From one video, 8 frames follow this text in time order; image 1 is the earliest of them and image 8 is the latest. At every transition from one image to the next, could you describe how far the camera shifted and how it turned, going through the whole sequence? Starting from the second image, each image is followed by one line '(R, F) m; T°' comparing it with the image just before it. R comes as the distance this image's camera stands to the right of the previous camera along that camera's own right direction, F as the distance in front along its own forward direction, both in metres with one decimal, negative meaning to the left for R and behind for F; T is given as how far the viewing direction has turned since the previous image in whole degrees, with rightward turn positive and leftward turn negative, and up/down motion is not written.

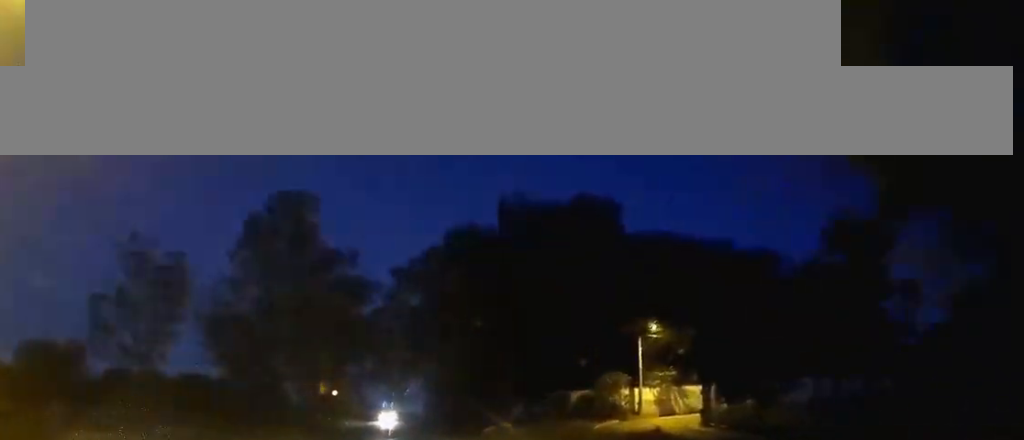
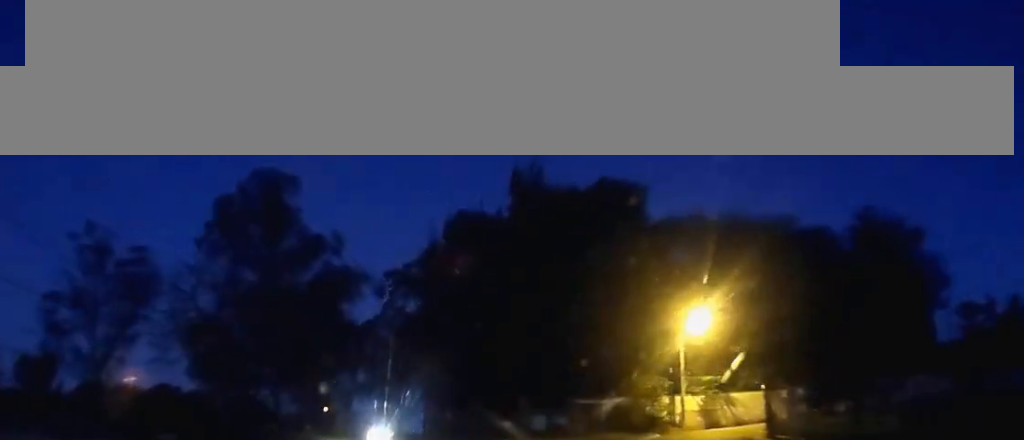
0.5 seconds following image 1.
(0.0, +11.4) m; 0°
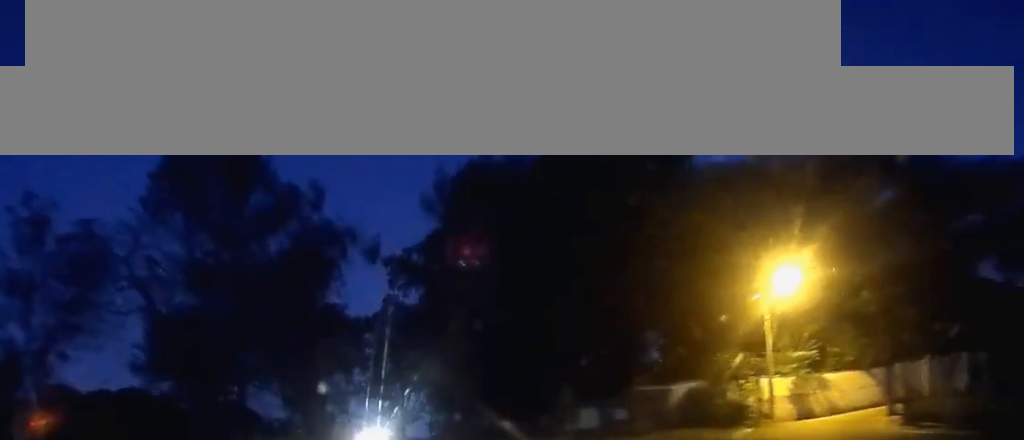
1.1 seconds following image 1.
(0.0, +14.2) m; 0°
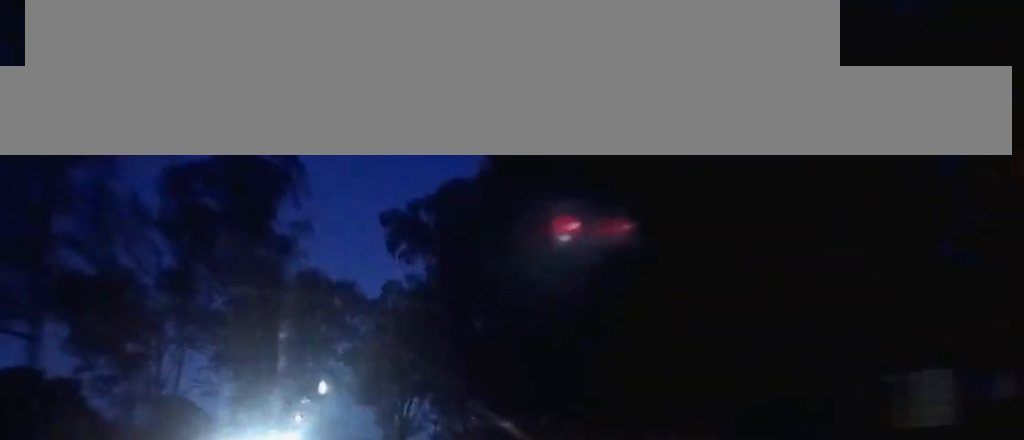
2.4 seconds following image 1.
(+0.2, +27.7) m; 0°
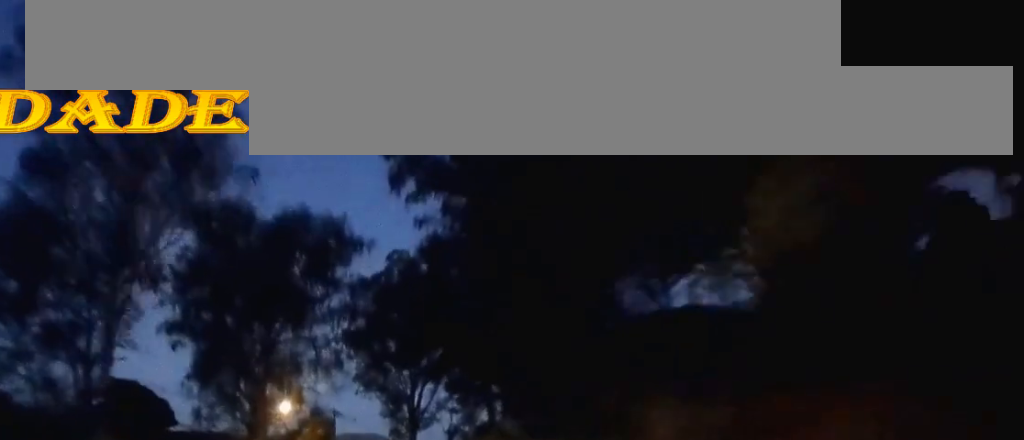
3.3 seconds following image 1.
(-0.2, +18.8) m; -1°
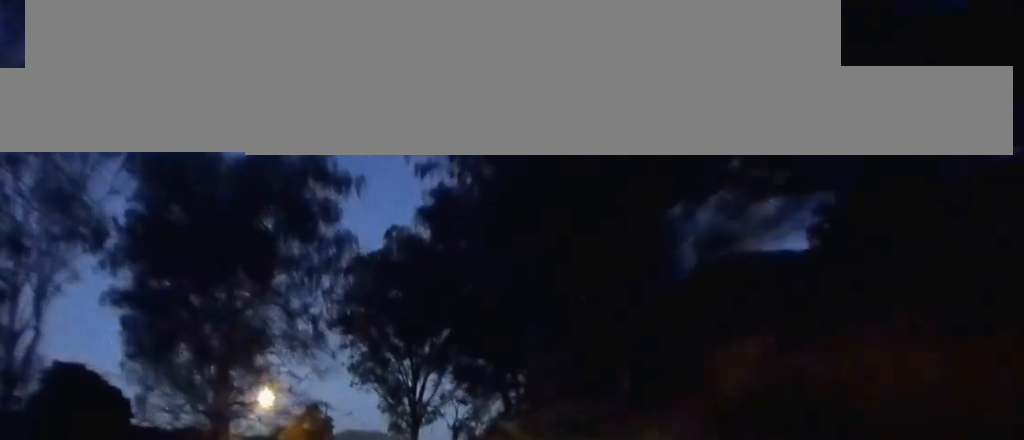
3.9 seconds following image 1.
(0.0, +11.8) m; +1°
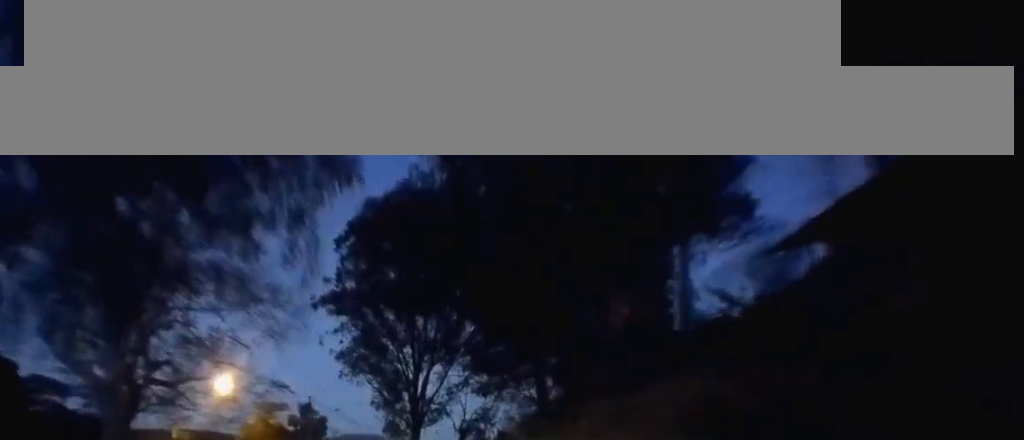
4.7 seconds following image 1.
(+0.1, +16.7) m; +1°
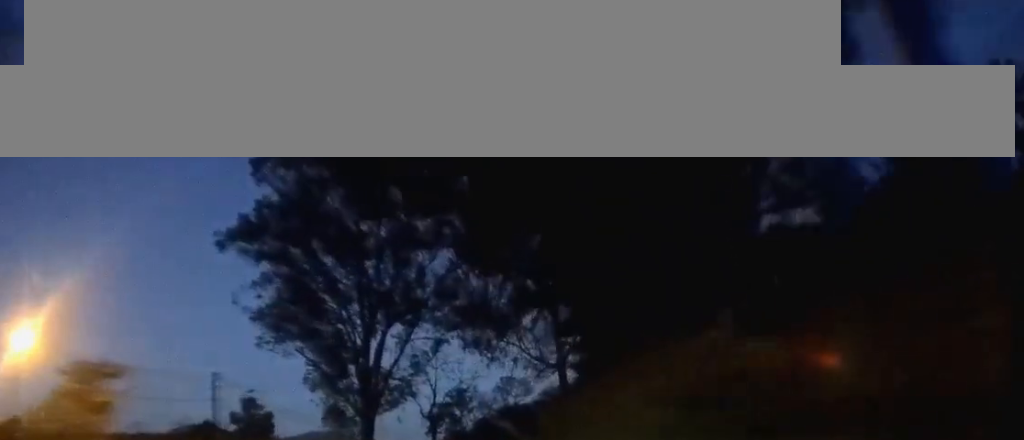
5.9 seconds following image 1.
(+0.5, +25.4) m; +5°
